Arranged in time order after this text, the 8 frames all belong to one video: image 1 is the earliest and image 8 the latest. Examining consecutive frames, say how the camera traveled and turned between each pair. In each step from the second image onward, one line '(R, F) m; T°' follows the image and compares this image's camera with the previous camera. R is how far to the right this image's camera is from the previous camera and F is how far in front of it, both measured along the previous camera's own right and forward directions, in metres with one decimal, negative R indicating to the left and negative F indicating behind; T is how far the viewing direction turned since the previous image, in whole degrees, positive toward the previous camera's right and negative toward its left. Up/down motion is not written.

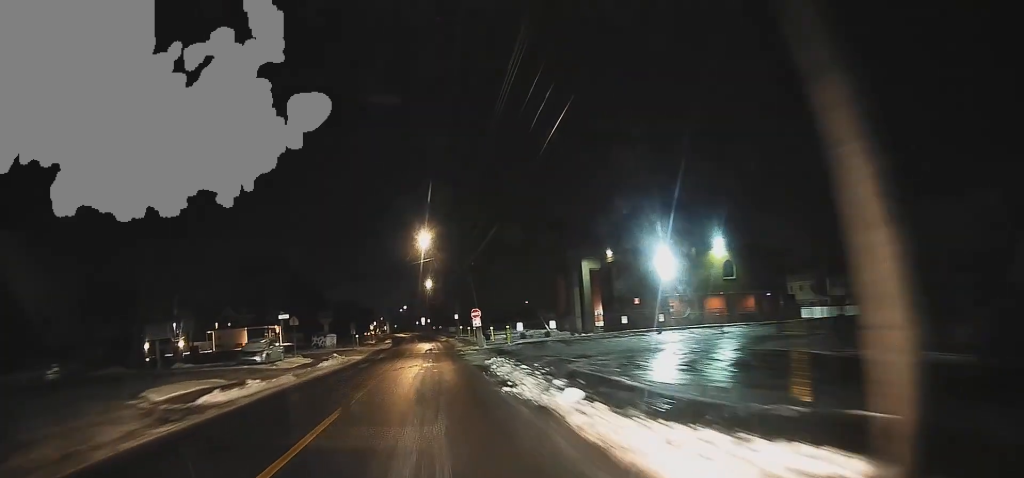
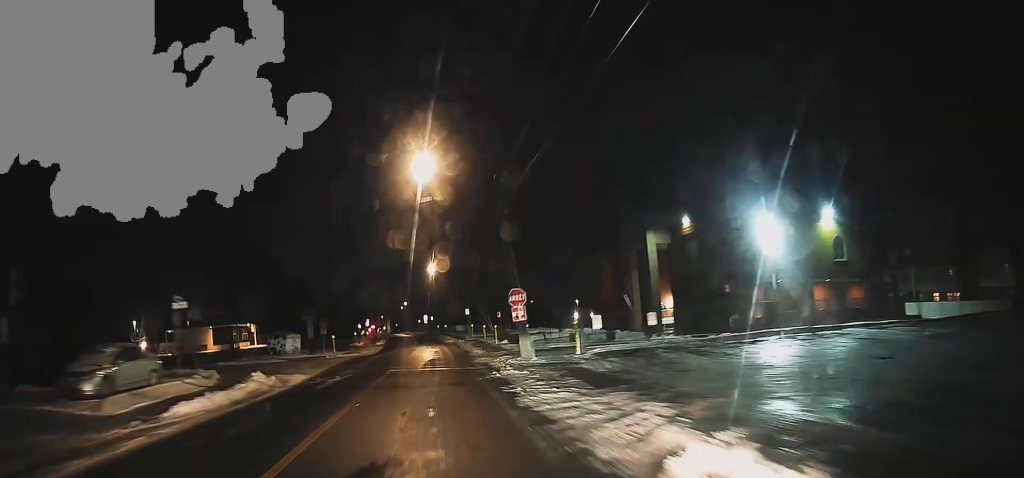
(-0.5, +16.3) m; -2°
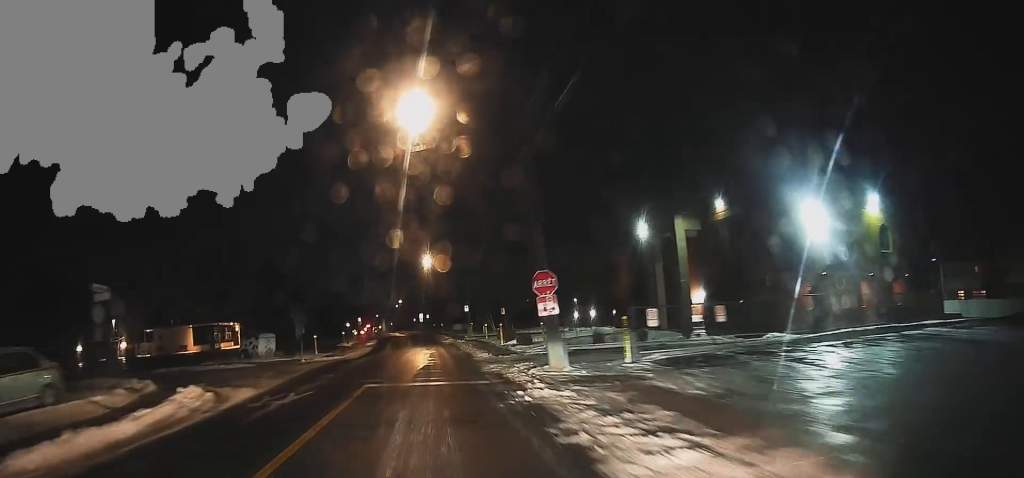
(+0.1, +5.8) m; +1°
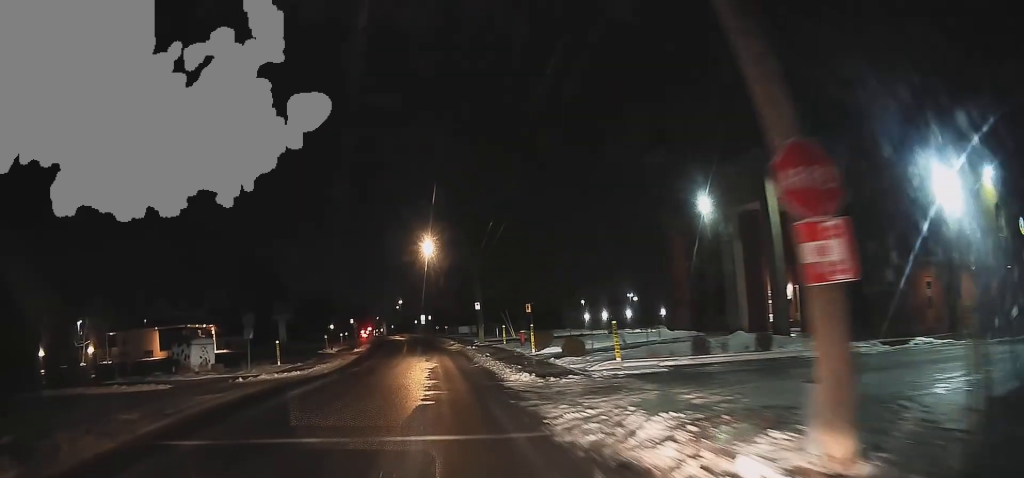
(0.0, +11.8) m; -2°
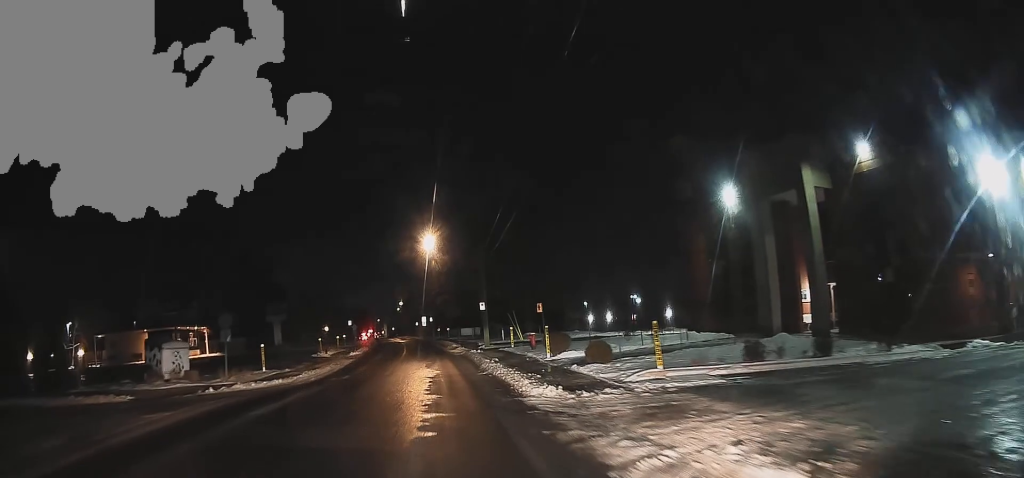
(-0.1, +3.3) m; -1°
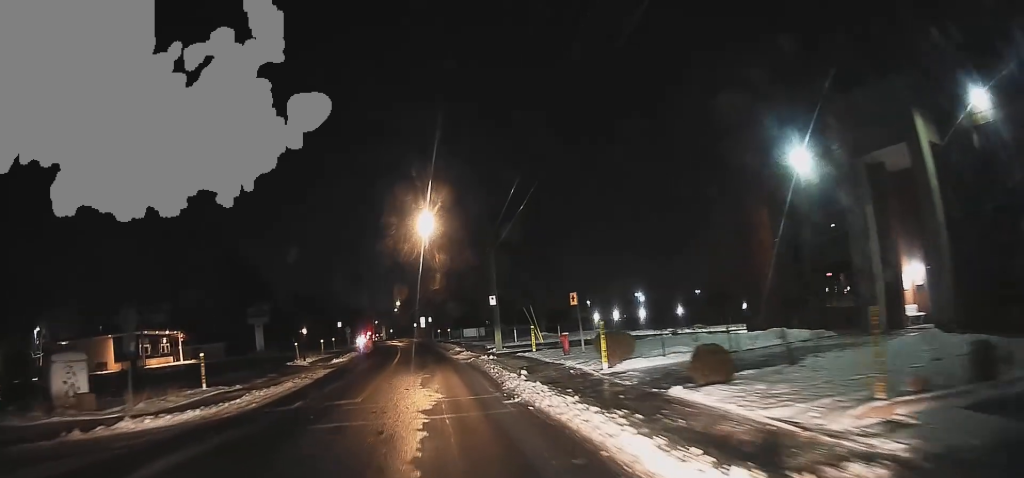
(-0.2, +6.8) m; 0°
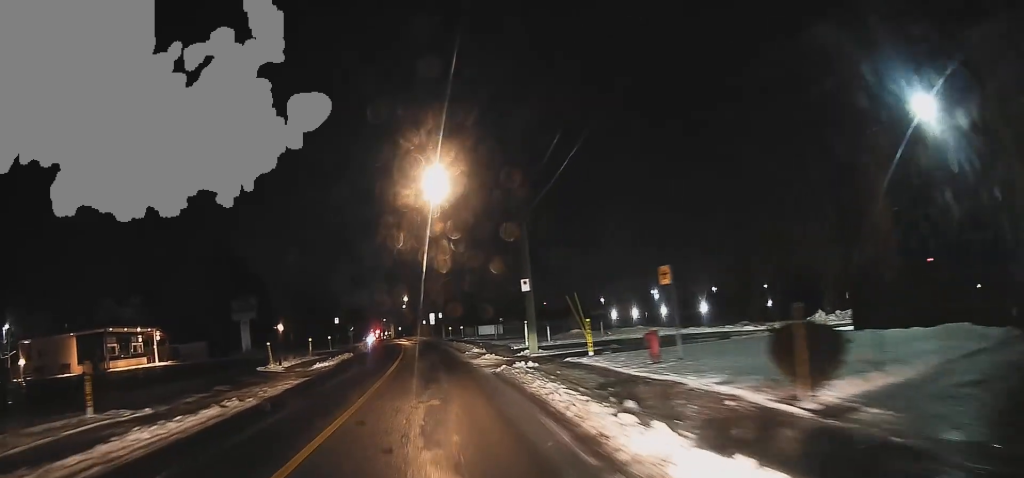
(+0.3, +6.0) m; +3°
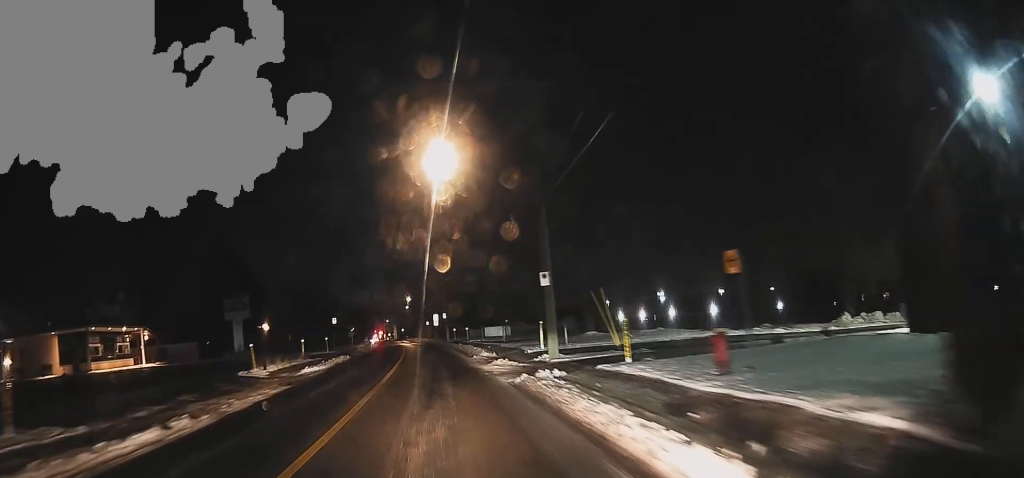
(+0.1, +2.2) m; 0°
